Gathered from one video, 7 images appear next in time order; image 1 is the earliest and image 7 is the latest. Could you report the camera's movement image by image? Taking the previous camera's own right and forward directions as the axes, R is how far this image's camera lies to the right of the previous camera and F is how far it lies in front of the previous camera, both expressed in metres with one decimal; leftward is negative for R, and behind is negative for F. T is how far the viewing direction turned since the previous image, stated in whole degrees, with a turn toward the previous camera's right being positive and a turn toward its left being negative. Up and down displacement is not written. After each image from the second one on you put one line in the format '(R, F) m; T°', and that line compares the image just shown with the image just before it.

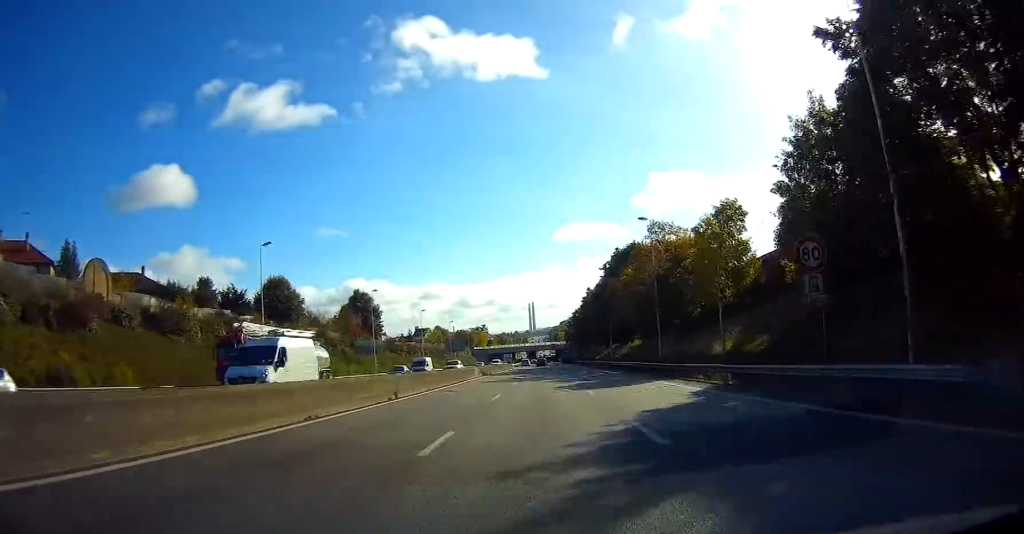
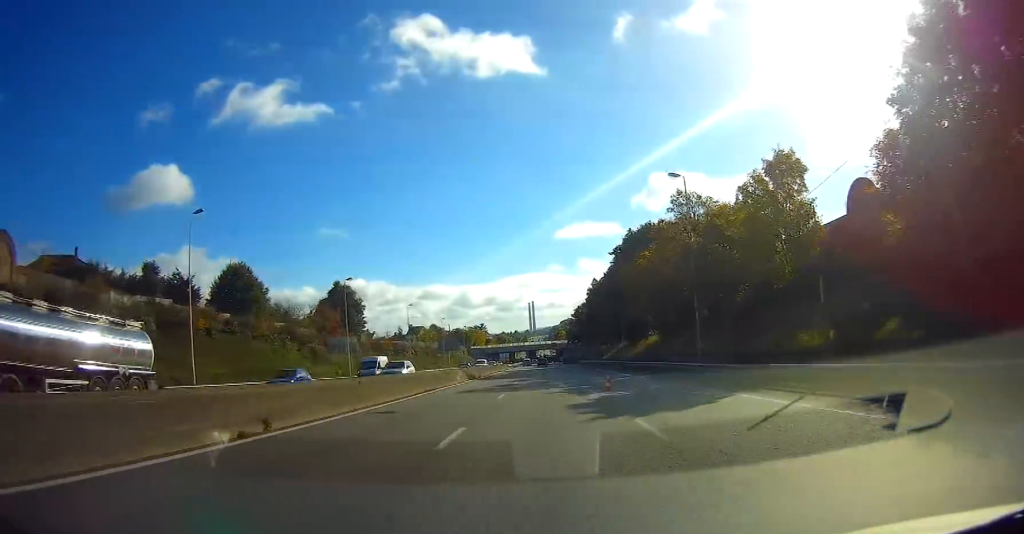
(0.0, +12.4) m; 0°
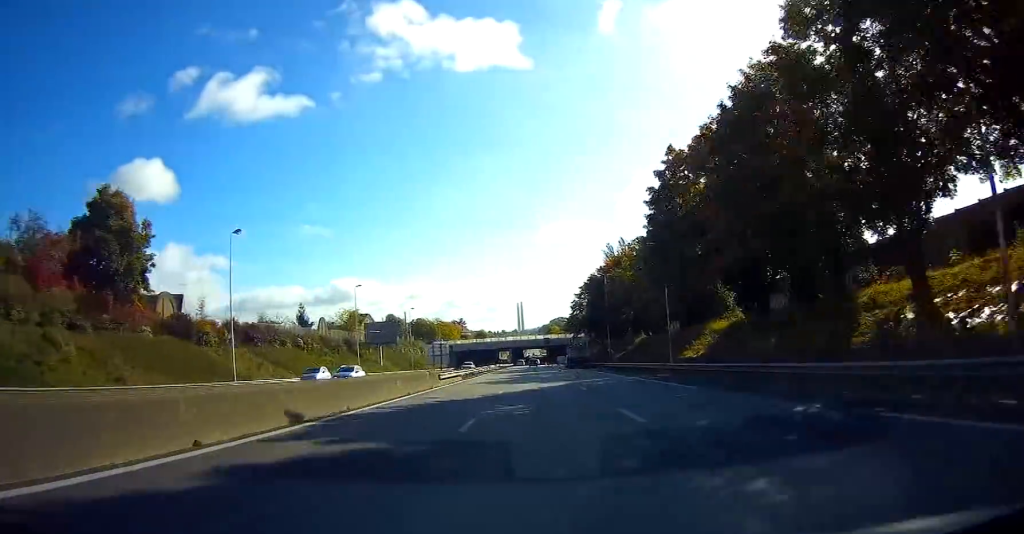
(+0.2, +64.1) m; 0°
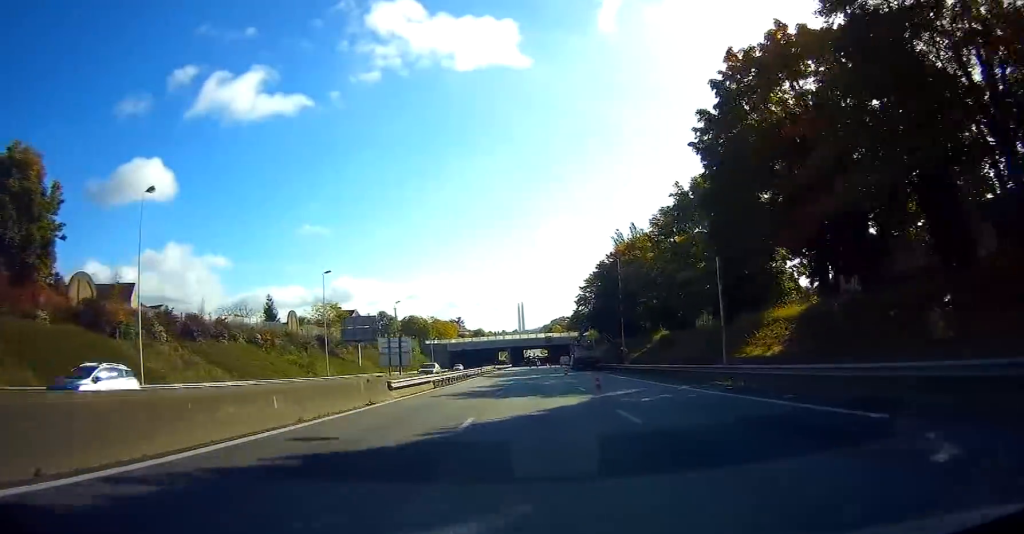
(0.0, +13.1) m; +1°
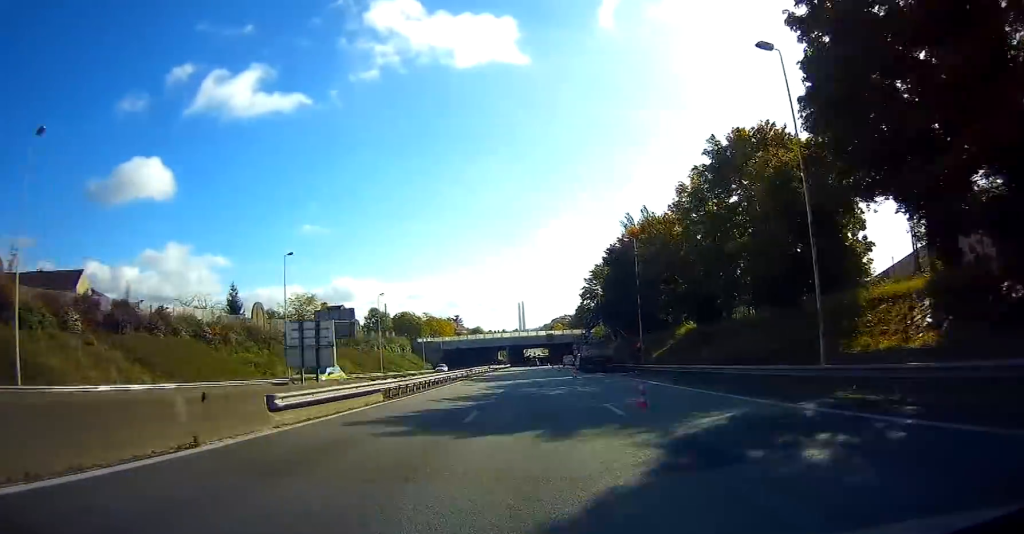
(0.0, +11.6) m; 0°
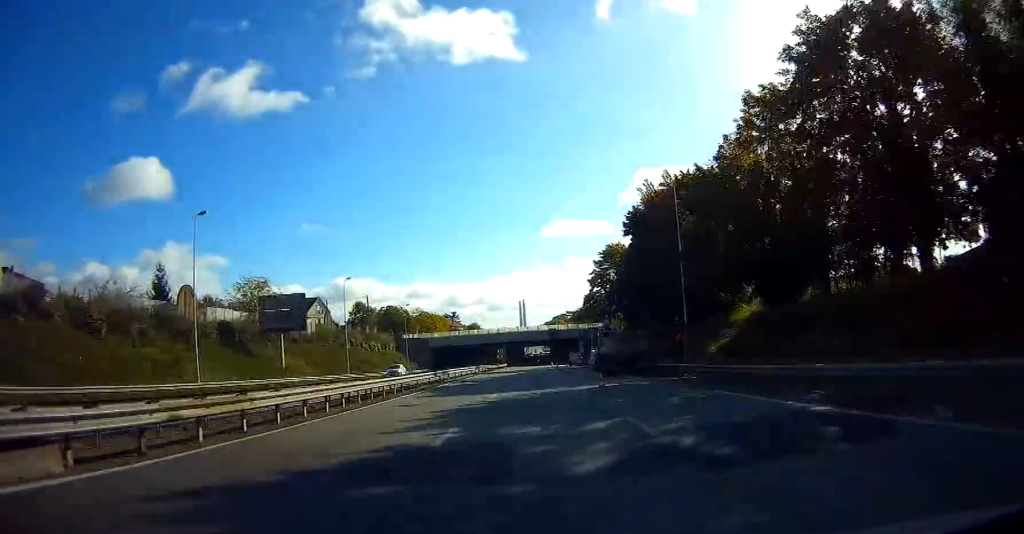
(+0.3, +17.4) m; 0°
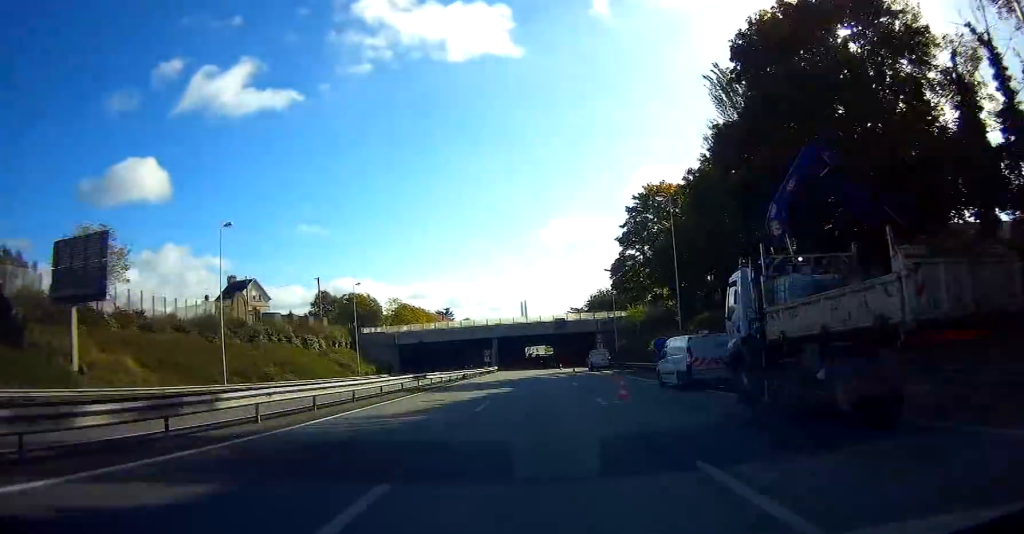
(-0.2, +32.6) m; 0°
